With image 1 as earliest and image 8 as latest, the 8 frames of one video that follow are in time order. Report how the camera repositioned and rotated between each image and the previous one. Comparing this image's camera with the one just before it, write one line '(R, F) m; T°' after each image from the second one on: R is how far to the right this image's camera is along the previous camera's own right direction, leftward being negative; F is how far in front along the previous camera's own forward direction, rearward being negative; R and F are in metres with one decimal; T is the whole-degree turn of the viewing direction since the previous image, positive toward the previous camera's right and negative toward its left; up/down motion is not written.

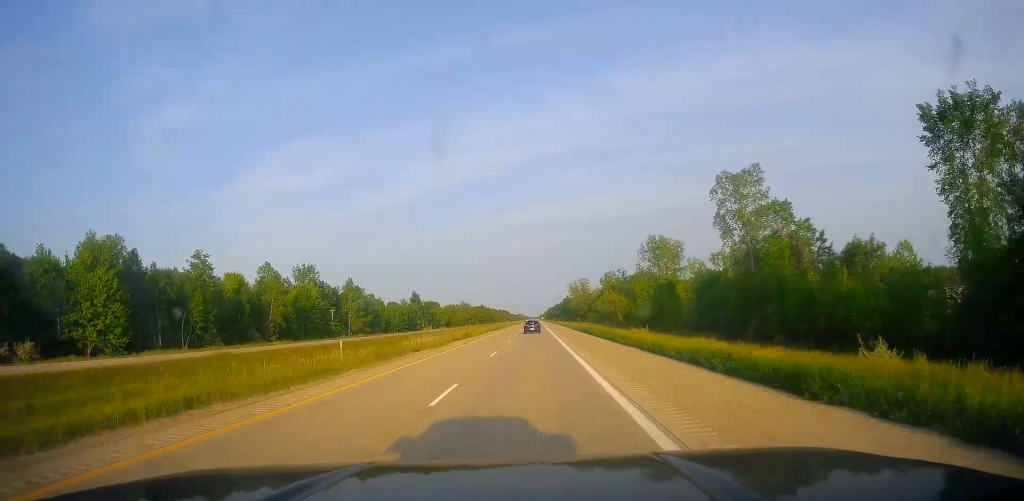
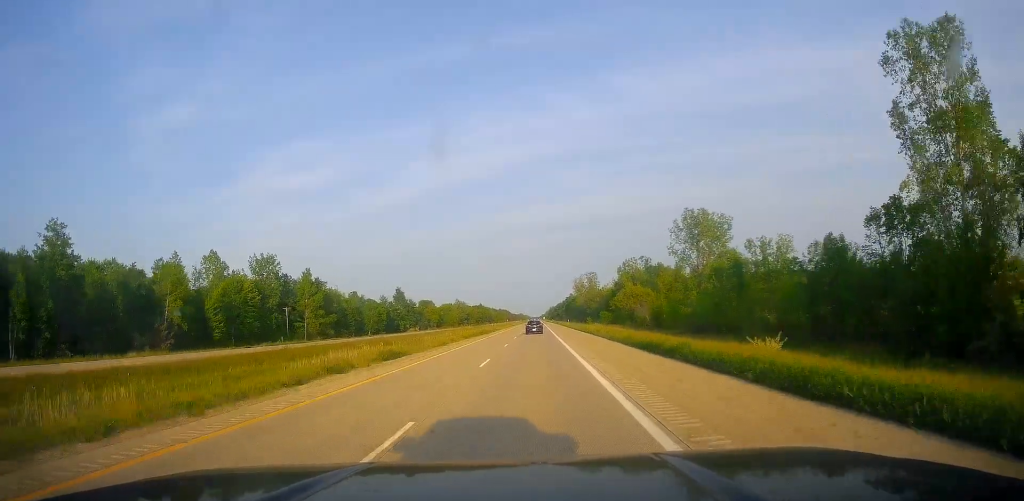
(-0.5, +36.1) m; -1°
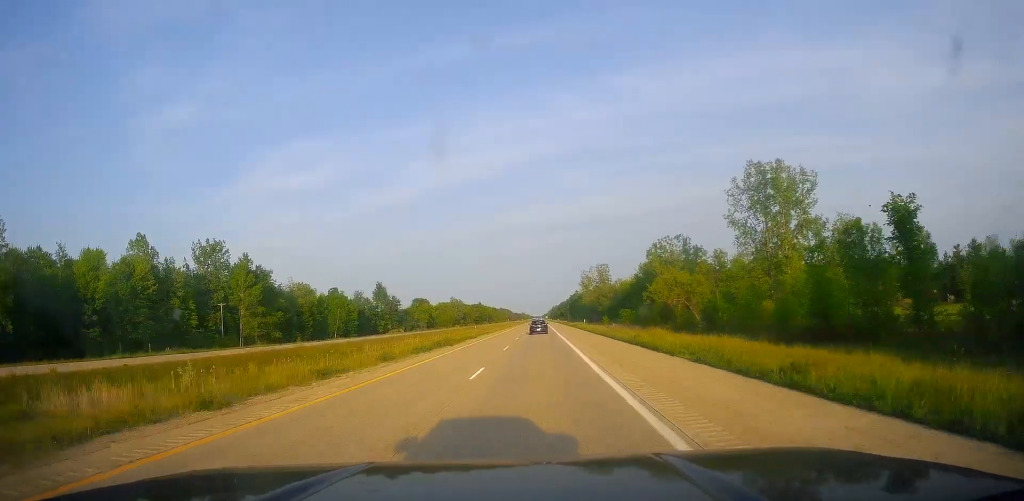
(0.0, +34.7) m; 0°
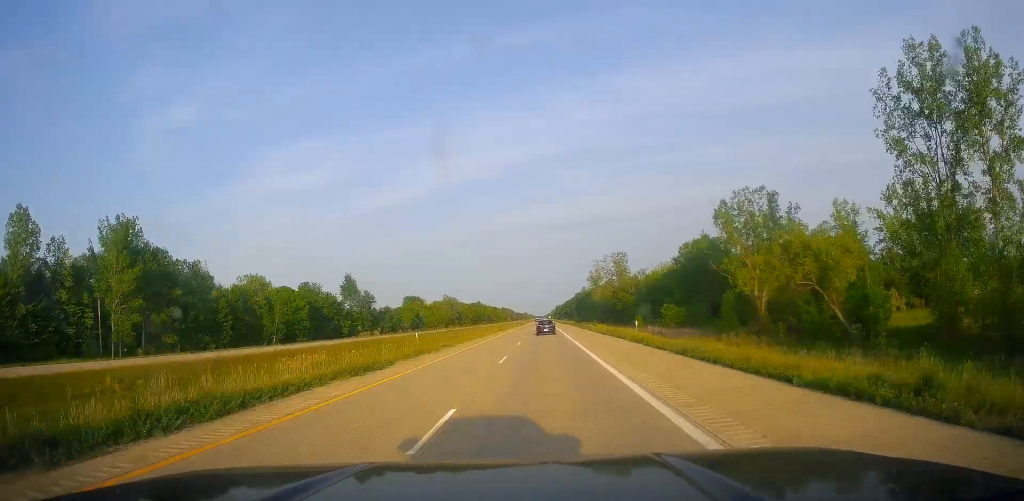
(0.0, +39.4) m; 0°
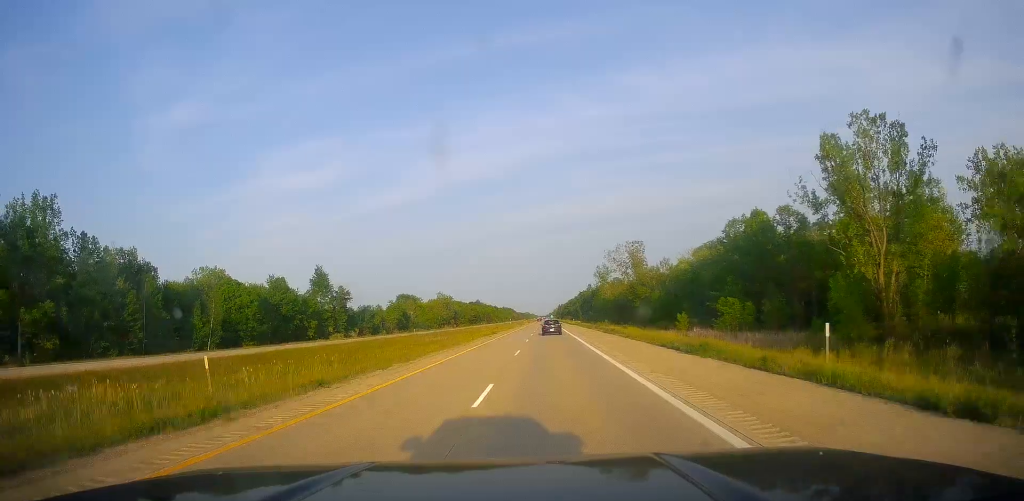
(-0.2, +26.2) m; 0°
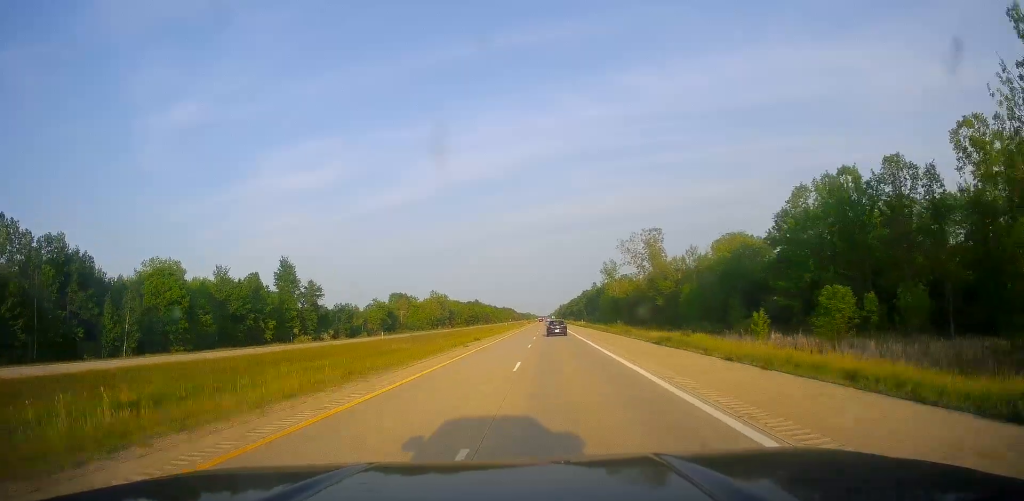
(+0.1, +22.8) m; 0°
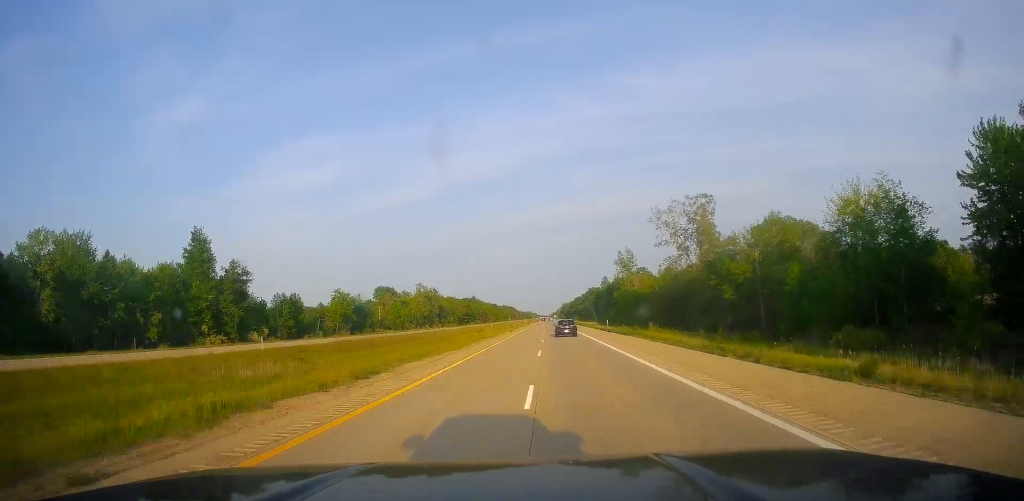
(0.0, +38.4) m; 0°
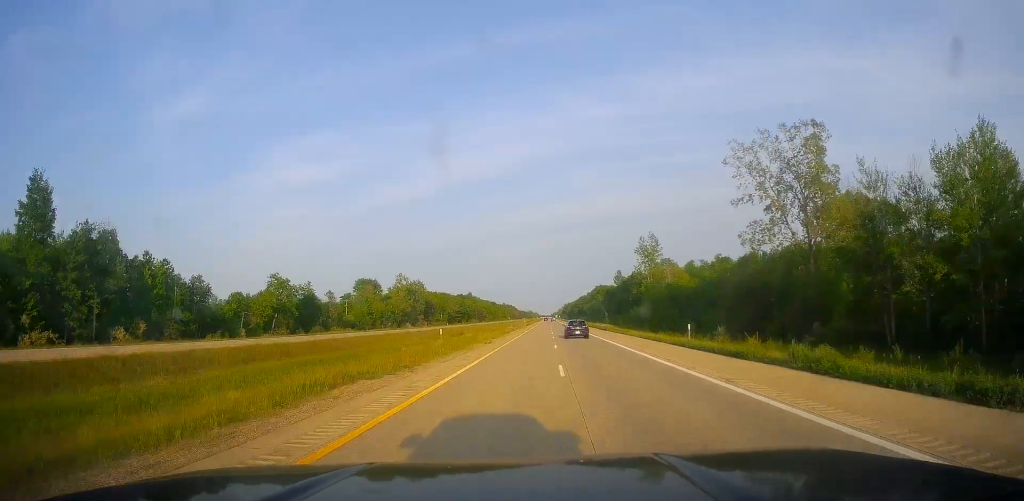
(+0.1, +39.6) m; 0°
